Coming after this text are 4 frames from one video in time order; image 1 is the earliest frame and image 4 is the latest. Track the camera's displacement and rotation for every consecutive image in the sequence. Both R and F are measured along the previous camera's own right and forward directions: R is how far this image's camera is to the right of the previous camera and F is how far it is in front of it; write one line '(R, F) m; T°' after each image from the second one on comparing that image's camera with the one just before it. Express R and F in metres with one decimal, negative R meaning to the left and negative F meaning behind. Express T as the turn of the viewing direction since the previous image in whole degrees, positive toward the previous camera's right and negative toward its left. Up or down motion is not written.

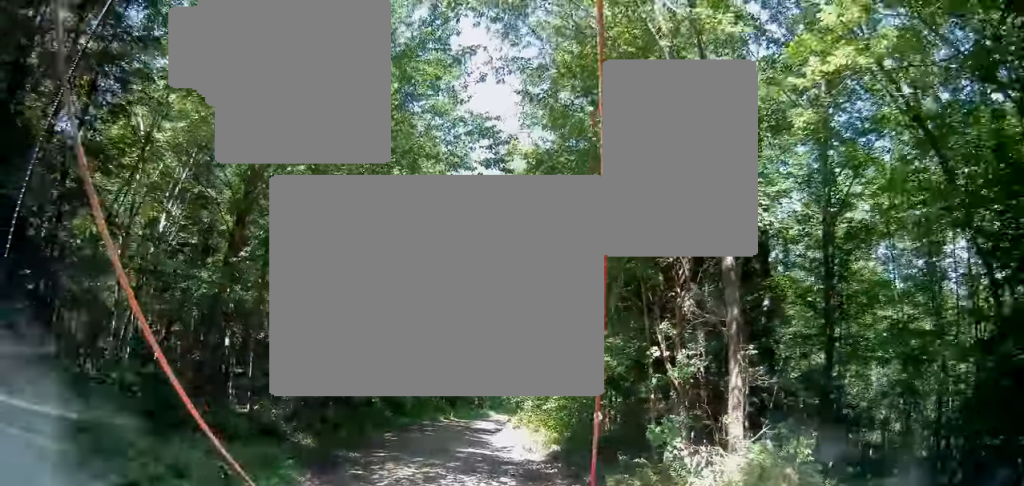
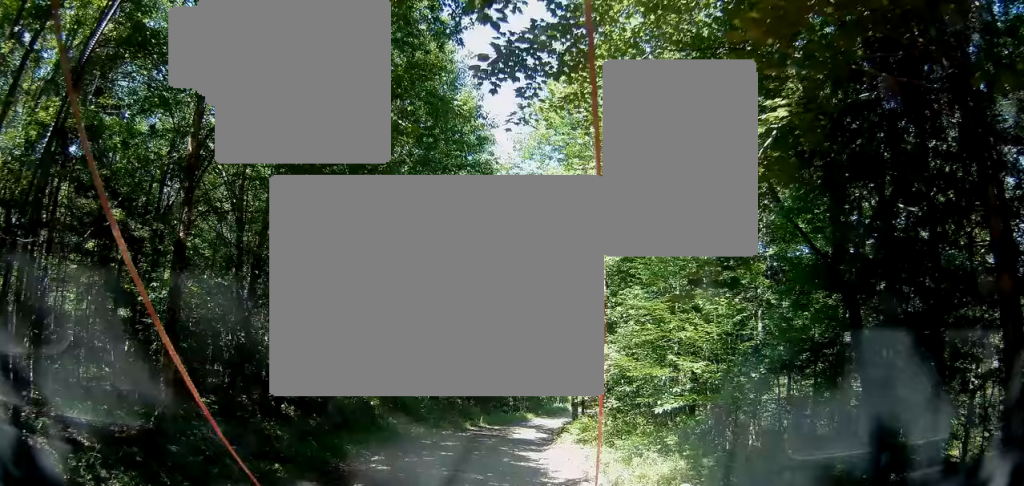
(-0.1, +12.1) m; 0°
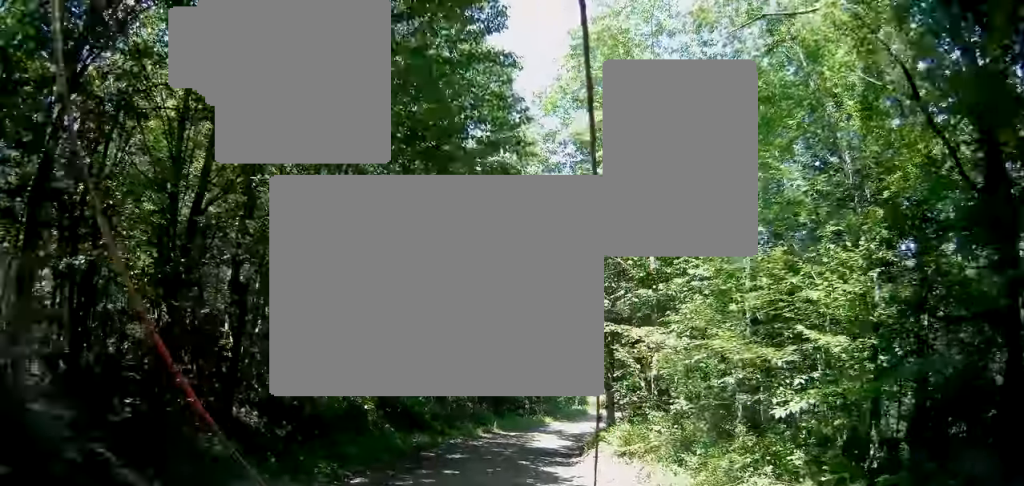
(+0.1, +4.7) m; -2°
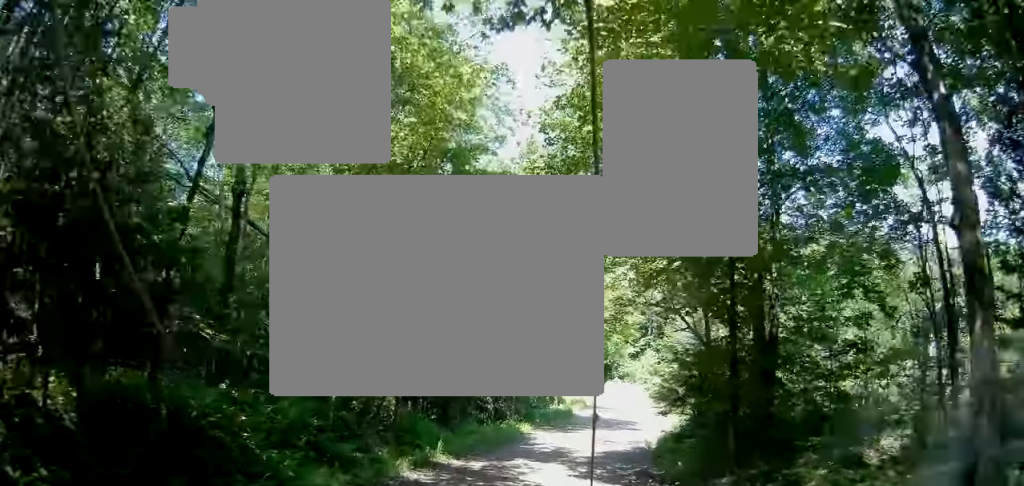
(+0.7, +17.5) m; +13°
